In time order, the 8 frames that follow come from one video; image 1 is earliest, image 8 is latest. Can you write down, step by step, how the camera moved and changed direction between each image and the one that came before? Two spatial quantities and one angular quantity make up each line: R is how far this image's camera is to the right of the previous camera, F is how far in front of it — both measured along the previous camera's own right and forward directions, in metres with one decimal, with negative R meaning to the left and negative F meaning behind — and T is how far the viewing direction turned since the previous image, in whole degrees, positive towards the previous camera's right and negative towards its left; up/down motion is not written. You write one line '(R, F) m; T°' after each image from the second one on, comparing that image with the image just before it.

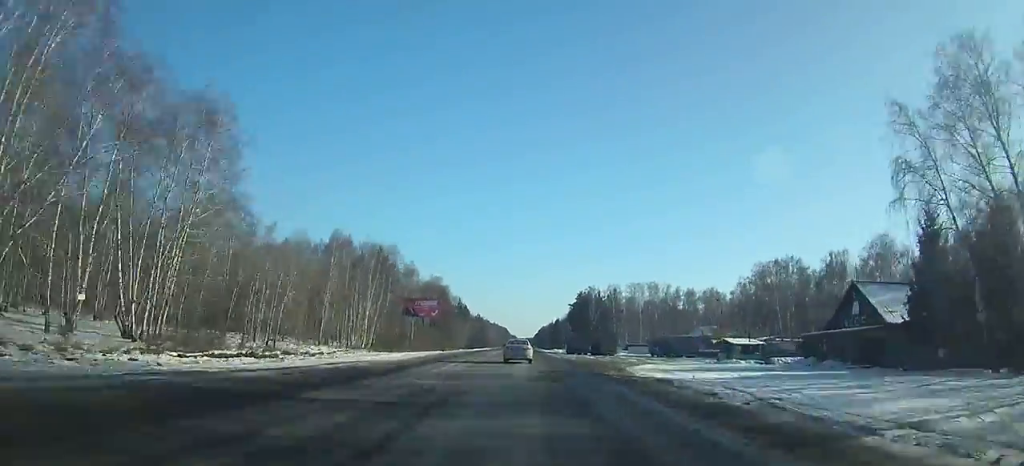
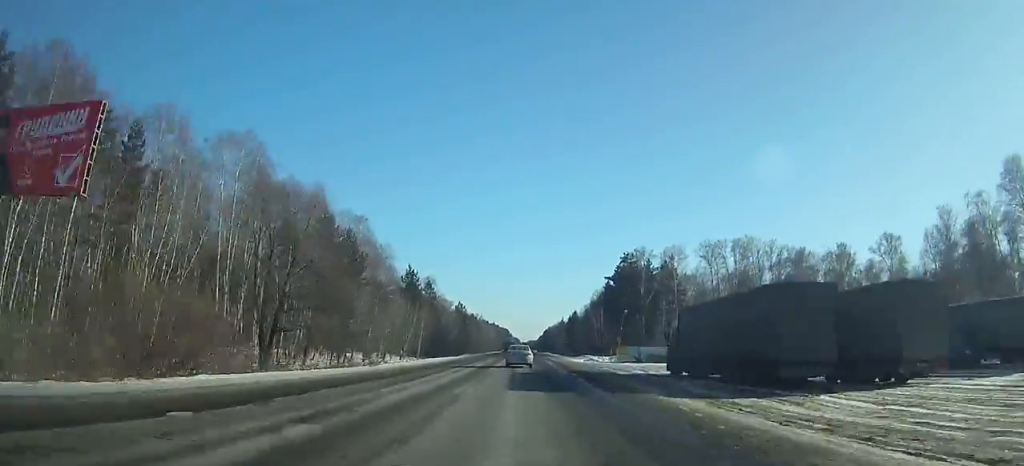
(-0.2, +79.4) m; 0°
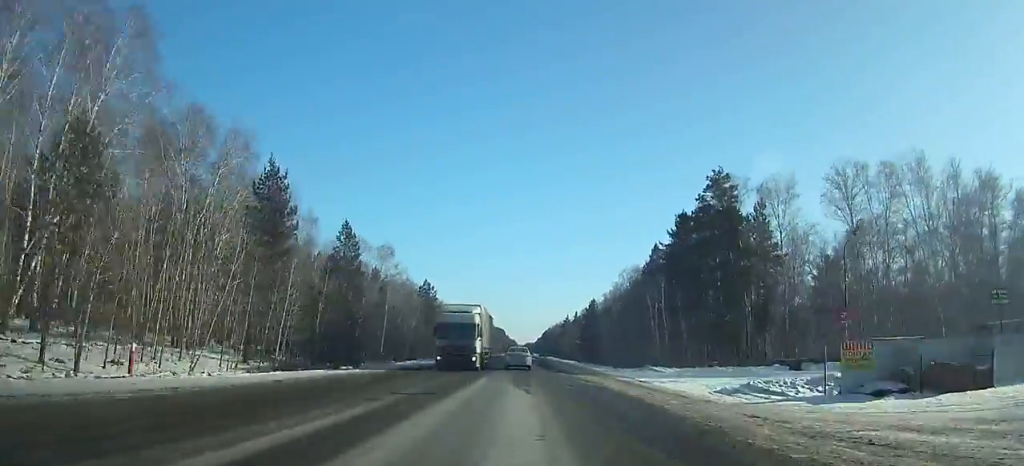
(0.0, +53.2) m; 0°
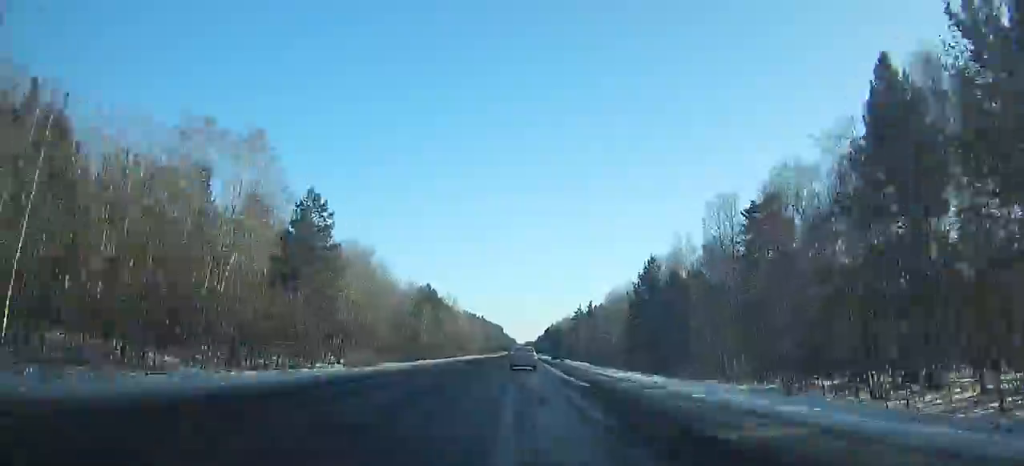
(-0.1, +59.6) m; 0°
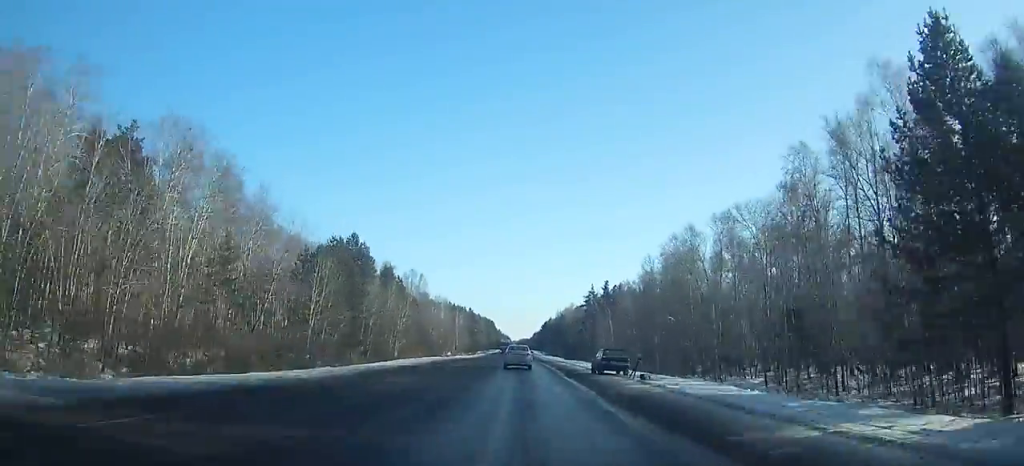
(+0.3, +57.7) m; 0°
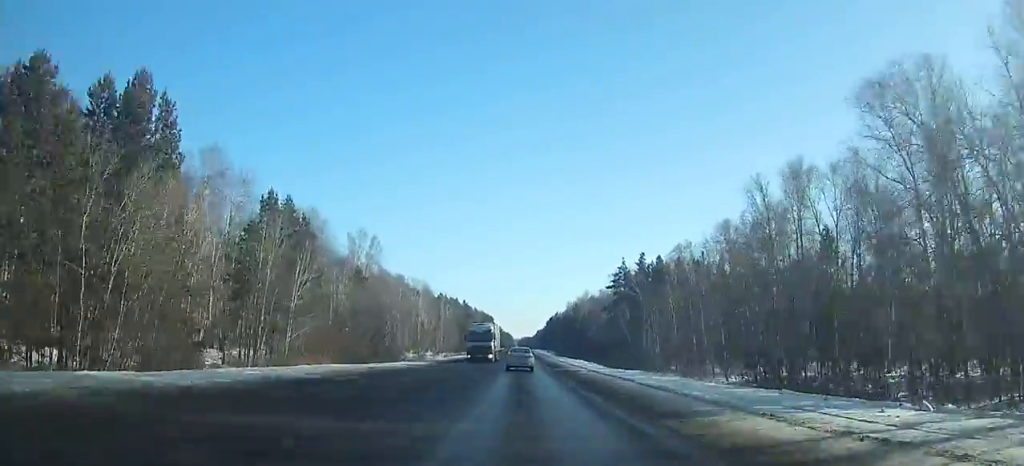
(0.0, +49.6) m; 0°
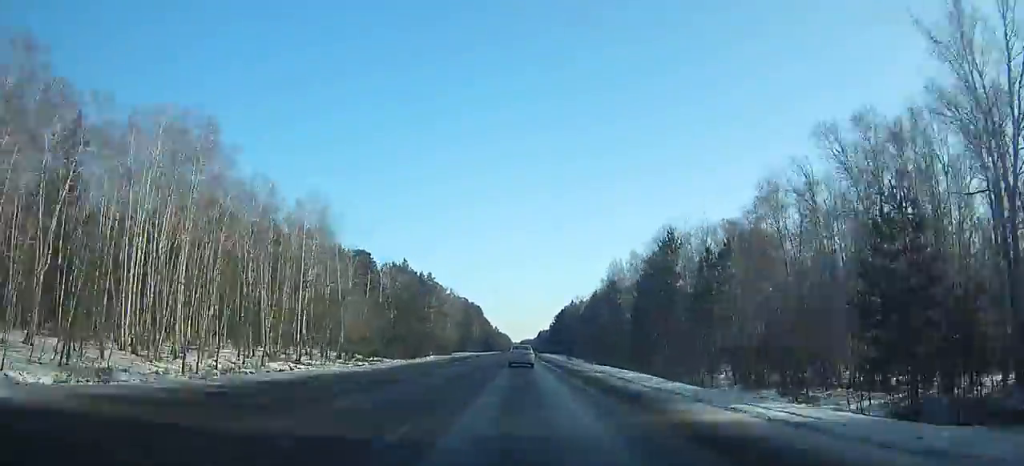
(+0.1, +113.8) m; 0°
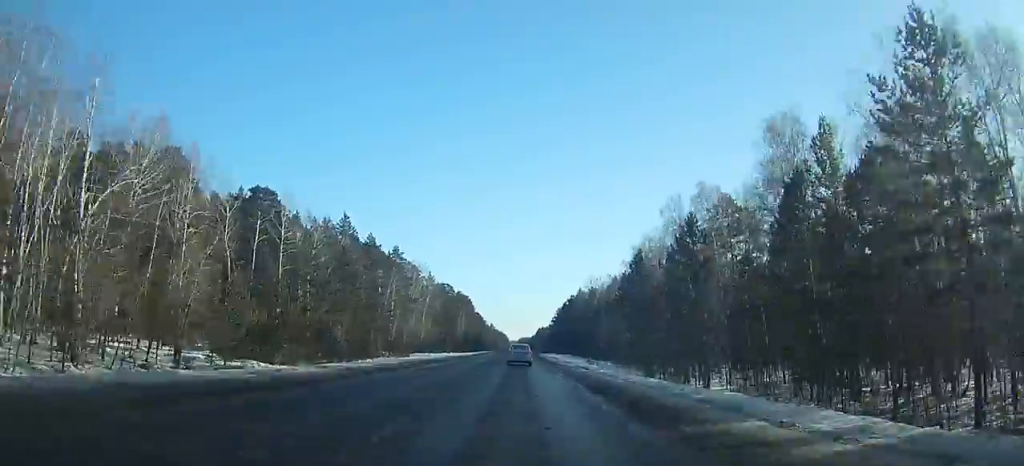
(0.0, +45.5) m; 0°
